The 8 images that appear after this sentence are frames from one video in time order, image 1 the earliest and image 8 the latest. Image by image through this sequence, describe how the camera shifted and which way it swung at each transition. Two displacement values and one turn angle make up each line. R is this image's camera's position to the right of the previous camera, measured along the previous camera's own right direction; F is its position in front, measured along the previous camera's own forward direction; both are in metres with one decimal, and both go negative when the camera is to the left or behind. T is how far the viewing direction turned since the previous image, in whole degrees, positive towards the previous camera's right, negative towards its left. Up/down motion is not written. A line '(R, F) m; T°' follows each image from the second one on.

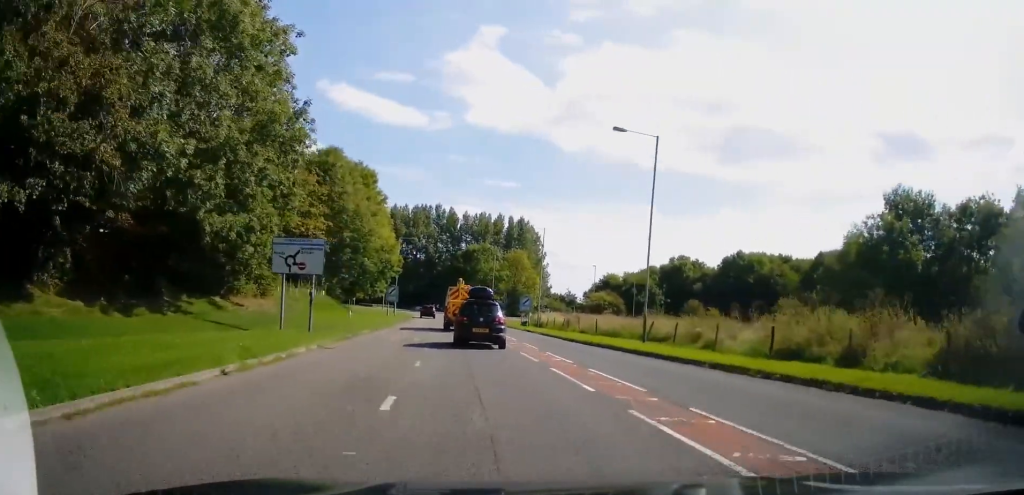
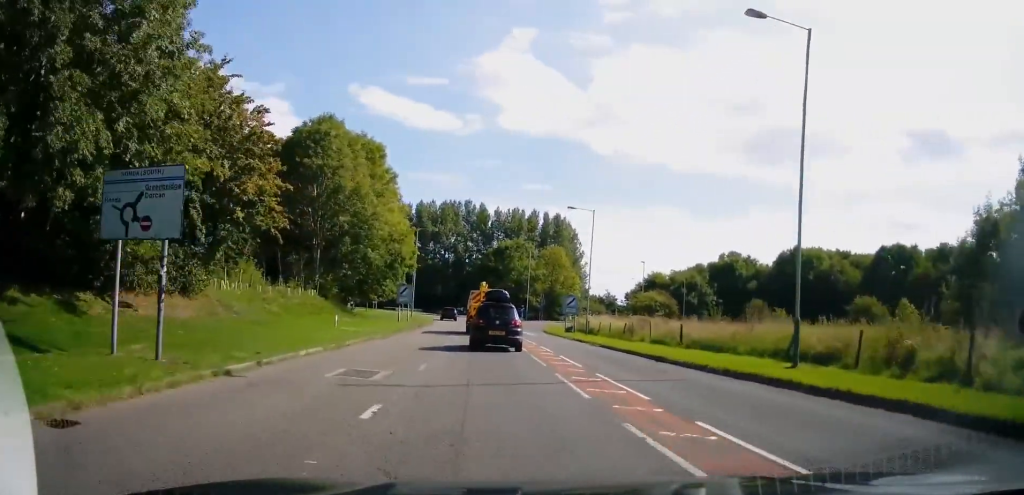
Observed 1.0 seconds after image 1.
(-0.7, +12.6) m; -4°
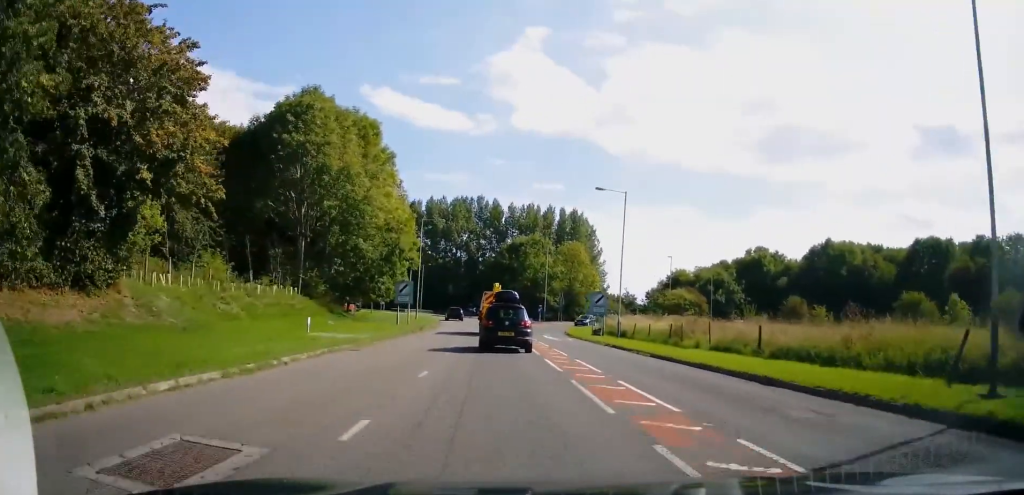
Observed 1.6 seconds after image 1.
(-0.2, +7.5) m; 0°
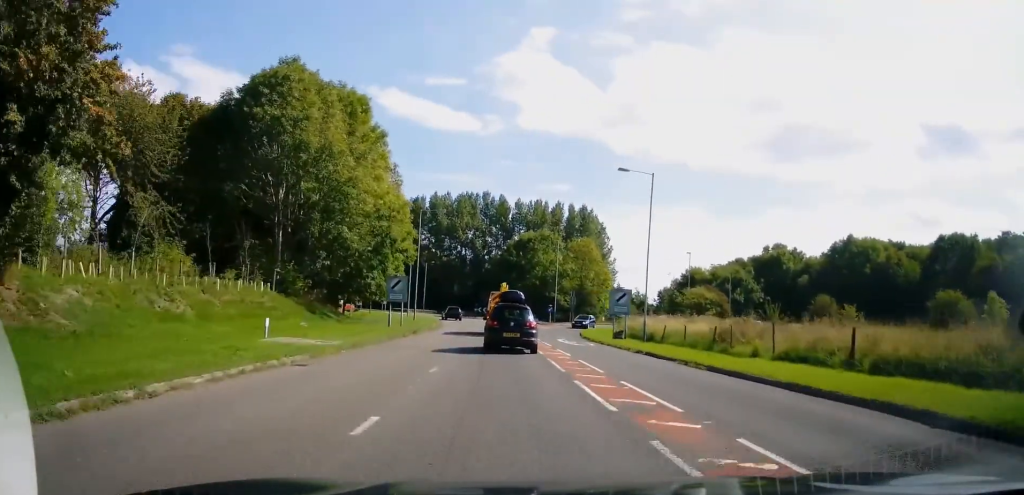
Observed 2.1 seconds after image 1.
(+0.1, +5.9) m; -1°
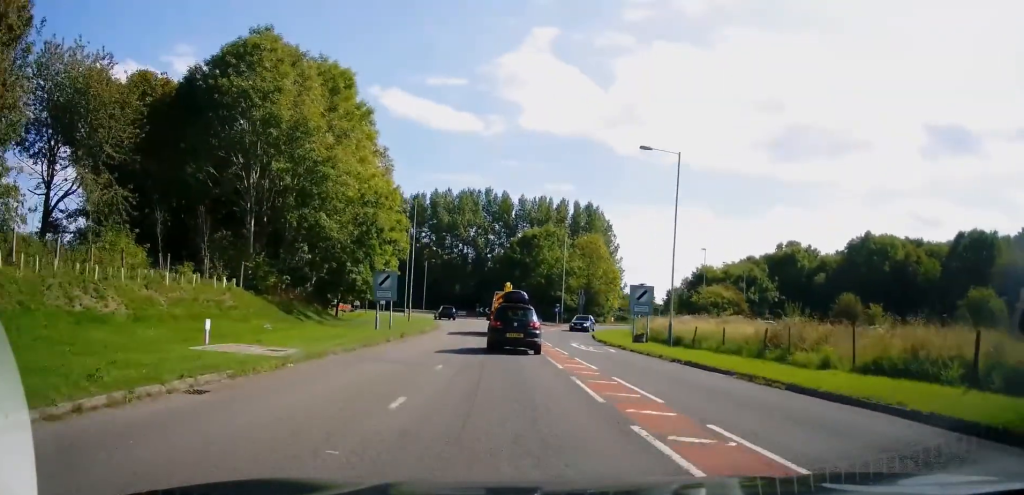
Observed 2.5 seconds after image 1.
(+0.2, +4.9) m; -1°
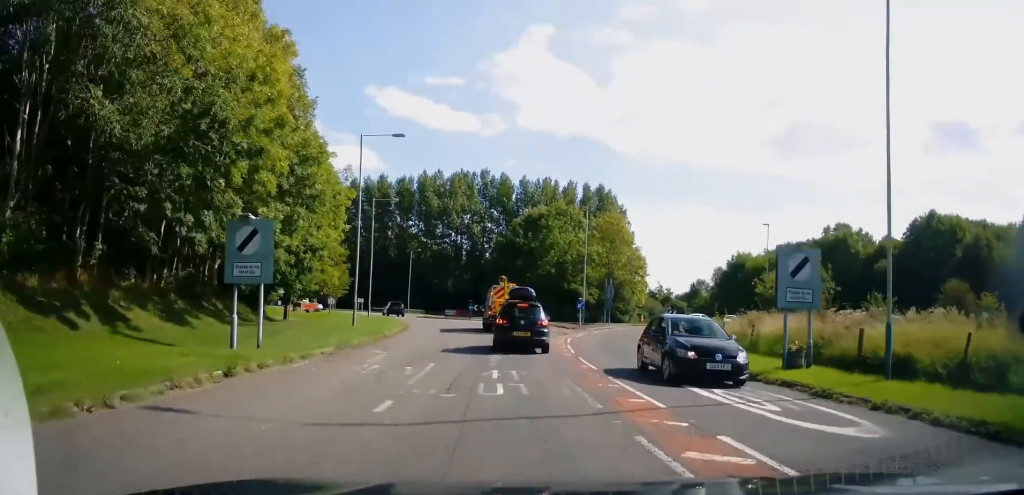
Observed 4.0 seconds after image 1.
(-0.2, +18.5) m; 0°
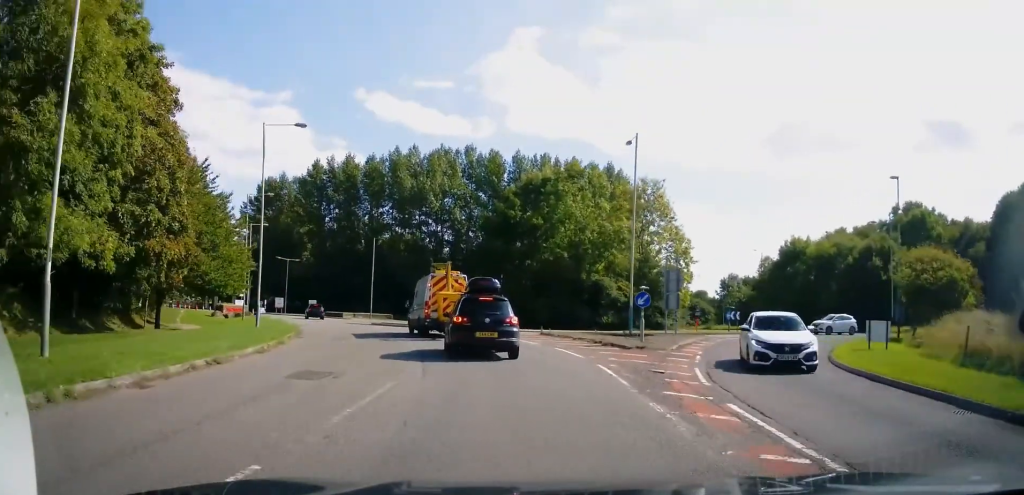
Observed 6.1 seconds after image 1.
(-0.4, +20.7) m; -1°
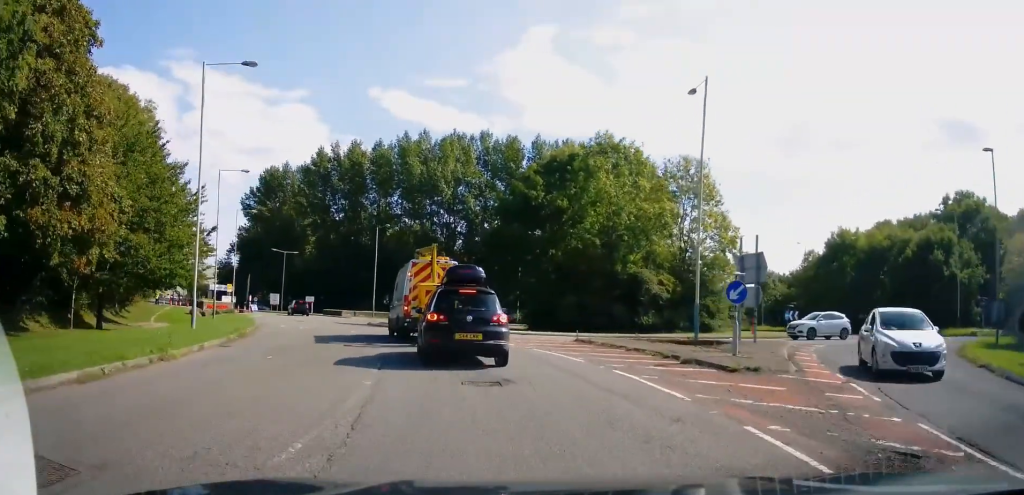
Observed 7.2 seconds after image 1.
(+0.4, +7.9) m; +1°
